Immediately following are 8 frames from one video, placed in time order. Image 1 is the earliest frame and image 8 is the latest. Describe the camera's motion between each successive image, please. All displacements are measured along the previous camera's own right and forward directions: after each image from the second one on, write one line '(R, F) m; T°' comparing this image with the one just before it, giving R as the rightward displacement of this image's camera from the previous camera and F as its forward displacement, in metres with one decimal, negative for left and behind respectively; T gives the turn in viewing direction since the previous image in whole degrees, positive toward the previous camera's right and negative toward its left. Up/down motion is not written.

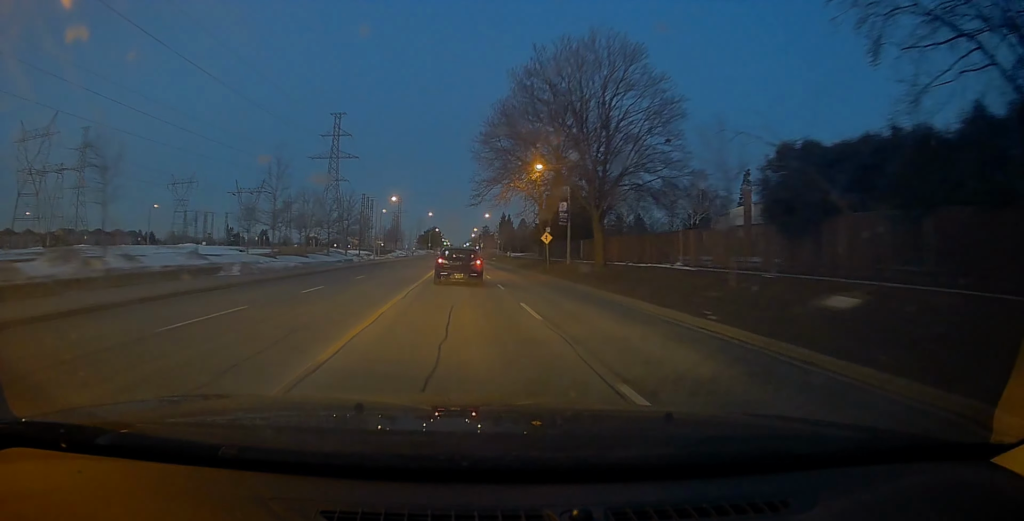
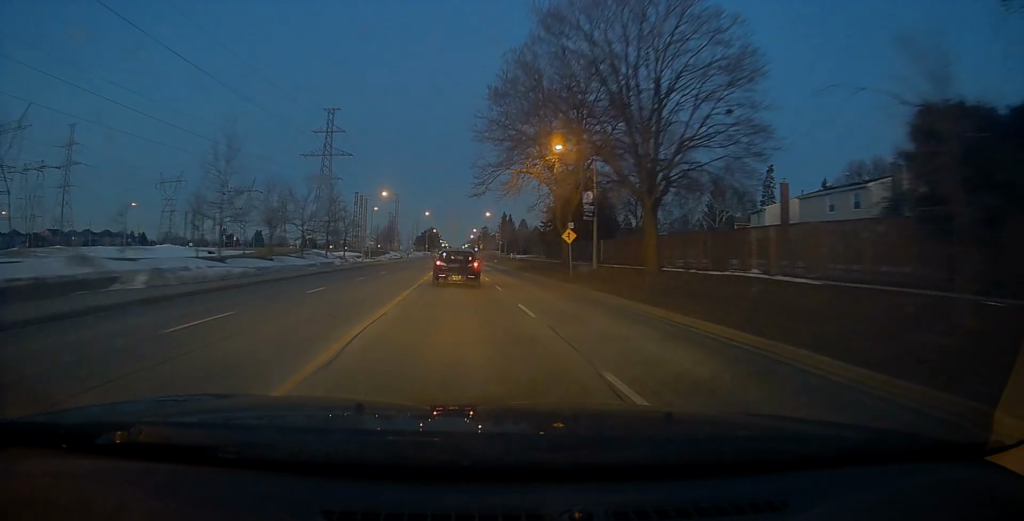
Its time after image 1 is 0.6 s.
(-0.2, +8.3) m; -1°
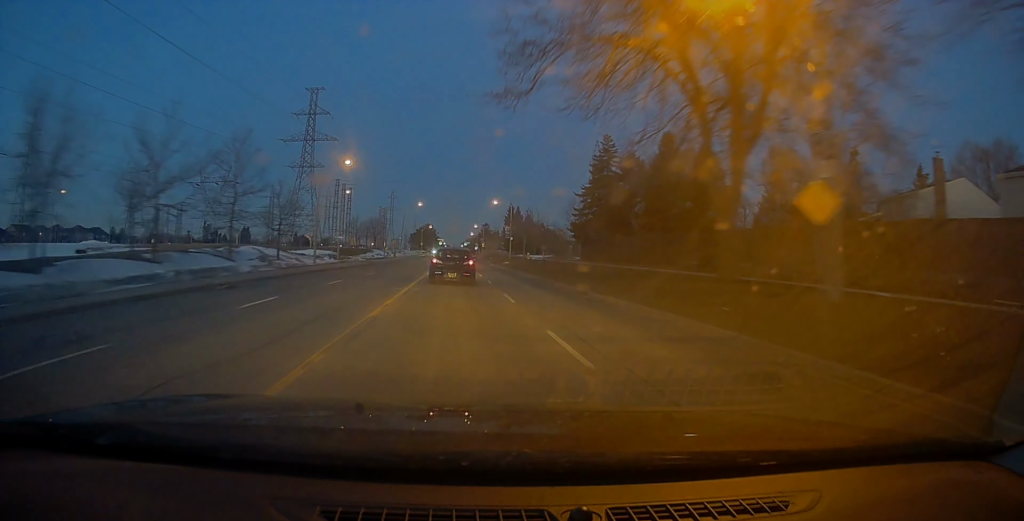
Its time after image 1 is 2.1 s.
(+0.1, +22.2) m; 0°
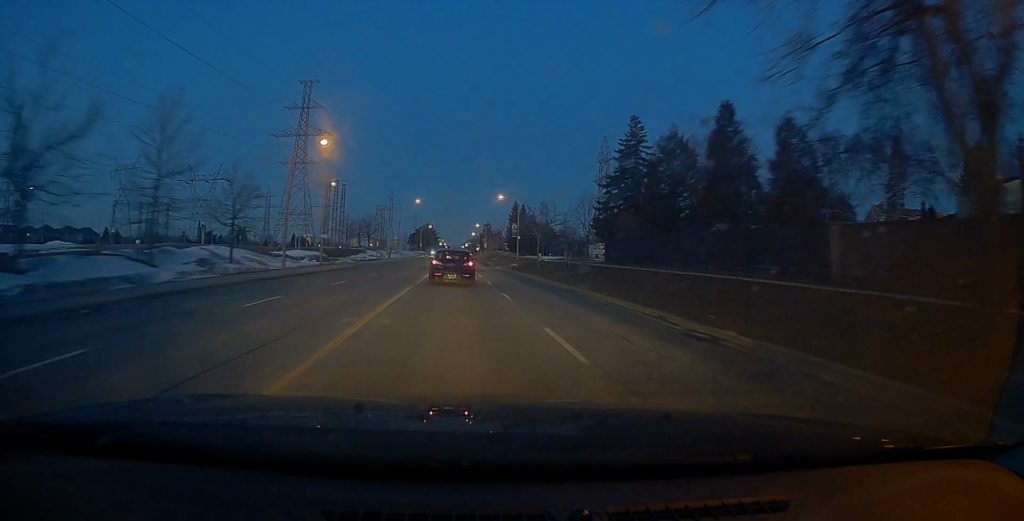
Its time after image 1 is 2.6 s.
(0.0, +8.5) m; 0°
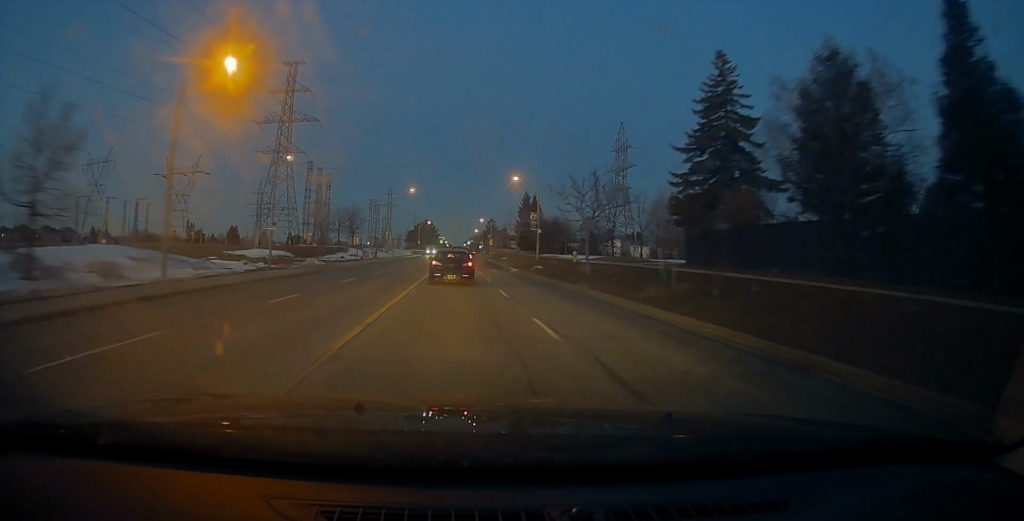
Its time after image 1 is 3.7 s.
(-0.1, +16.5) m; -2°
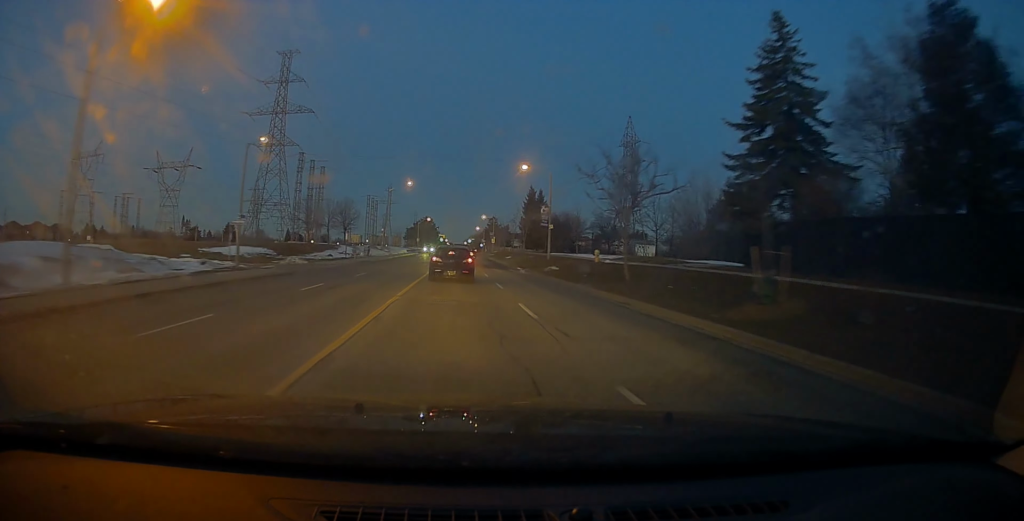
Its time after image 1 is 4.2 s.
(-0.3, +6.4) m; +1°
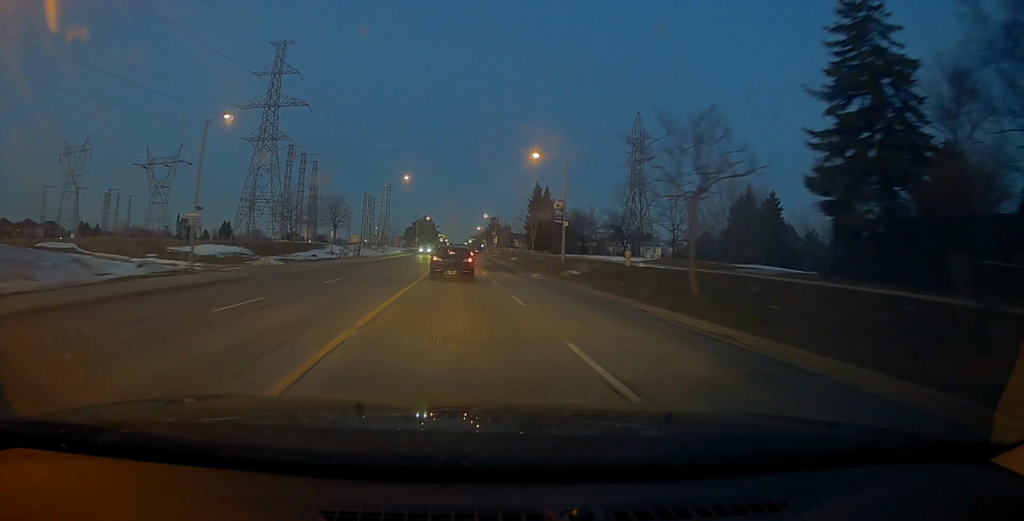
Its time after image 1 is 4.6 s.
(-0.4, +6.4) m; +1°
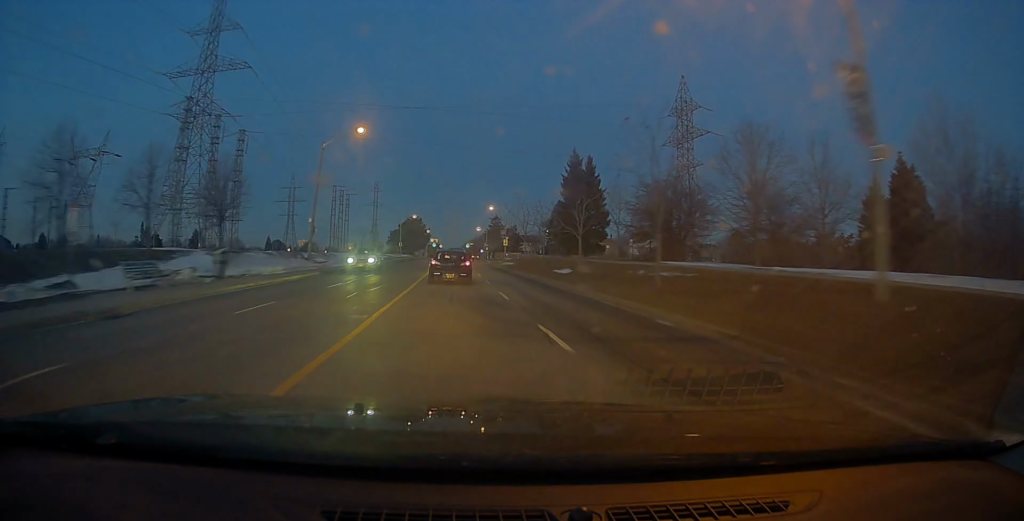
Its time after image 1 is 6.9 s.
(0.0, +33.6) m; -1°
